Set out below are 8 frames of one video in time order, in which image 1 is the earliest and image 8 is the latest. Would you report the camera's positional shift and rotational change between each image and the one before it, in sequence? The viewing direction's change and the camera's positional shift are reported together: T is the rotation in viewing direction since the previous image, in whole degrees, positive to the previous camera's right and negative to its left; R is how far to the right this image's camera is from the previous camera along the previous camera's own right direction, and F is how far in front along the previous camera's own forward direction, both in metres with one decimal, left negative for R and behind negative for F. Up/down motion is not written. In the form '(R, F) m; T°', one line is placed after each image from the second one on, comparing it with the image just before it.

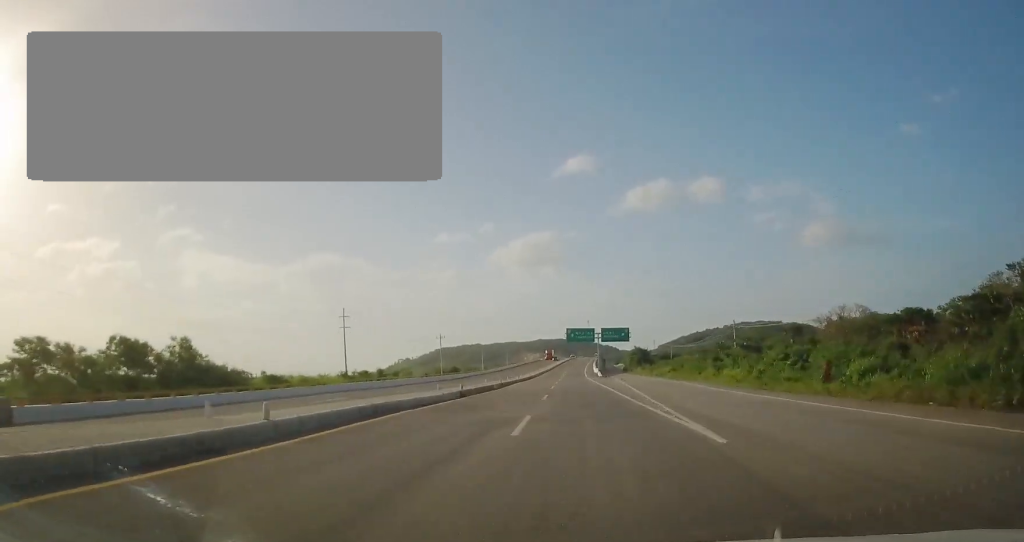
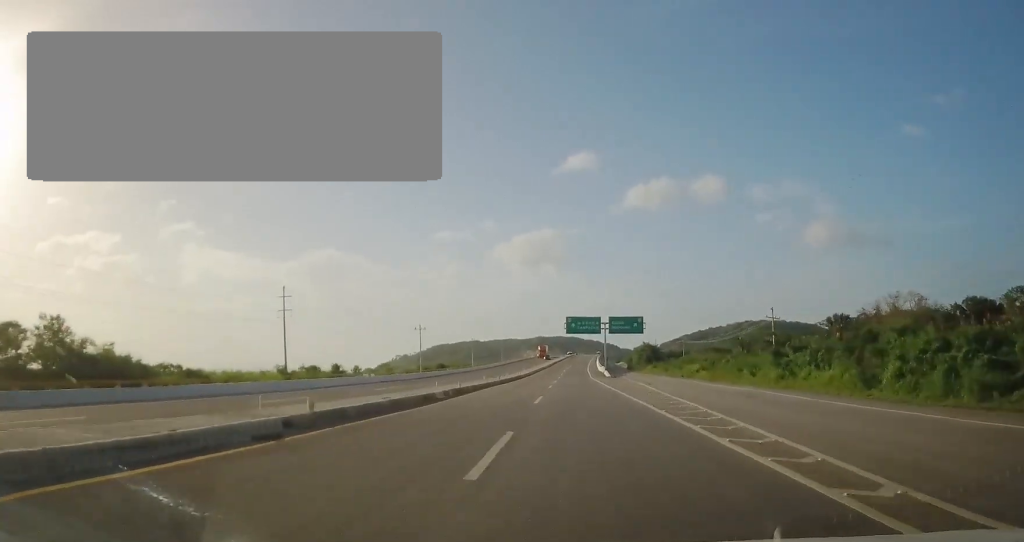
(-0.3, +20.0) m; 0°
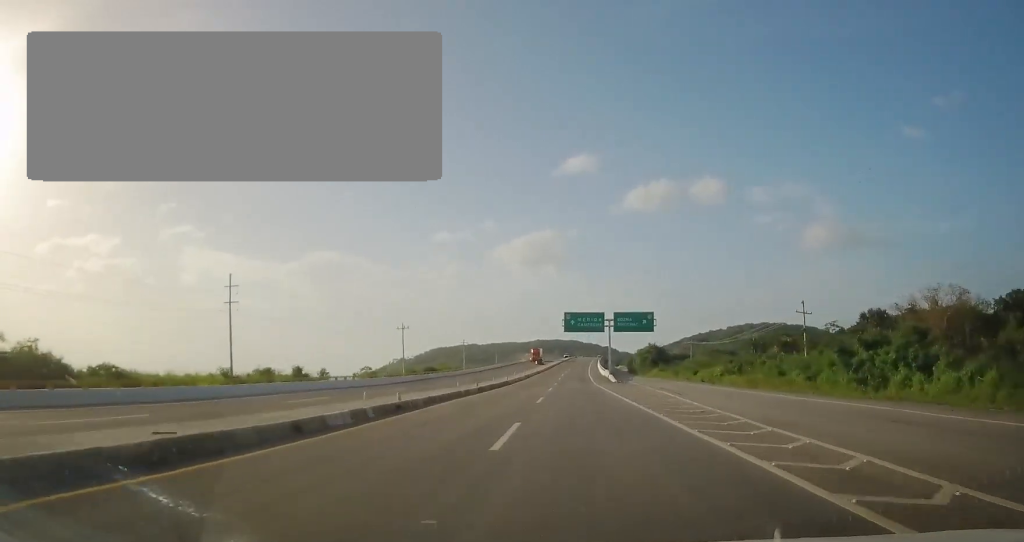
(+0.2, +12.0) m; +1°
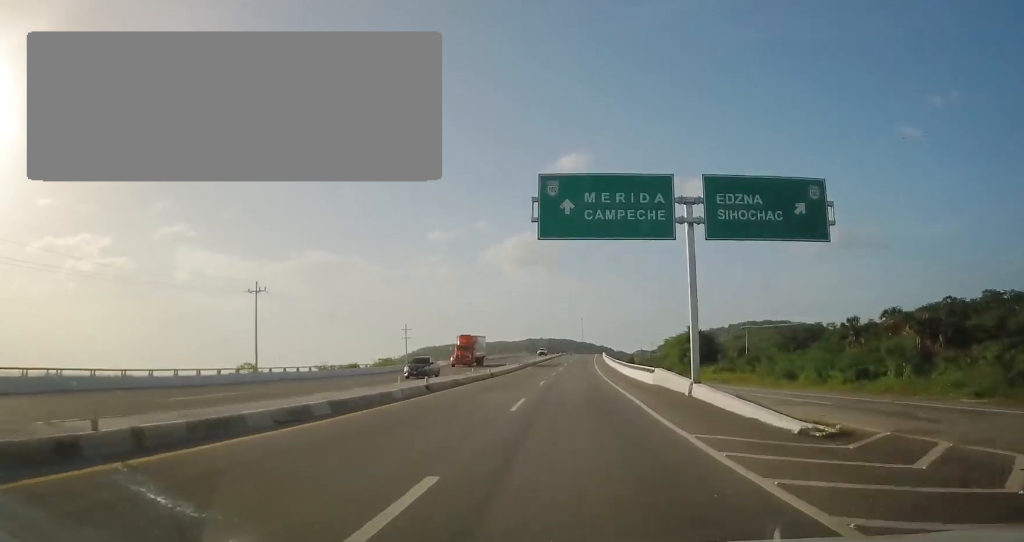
(+0.6, +52.8) m; 0°
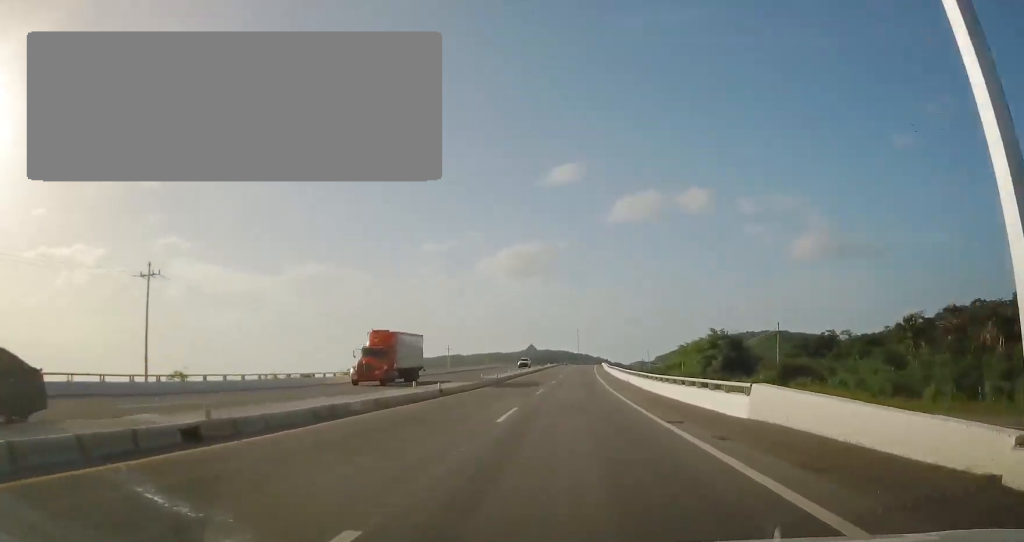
(0.0, +17.1) m; 0°
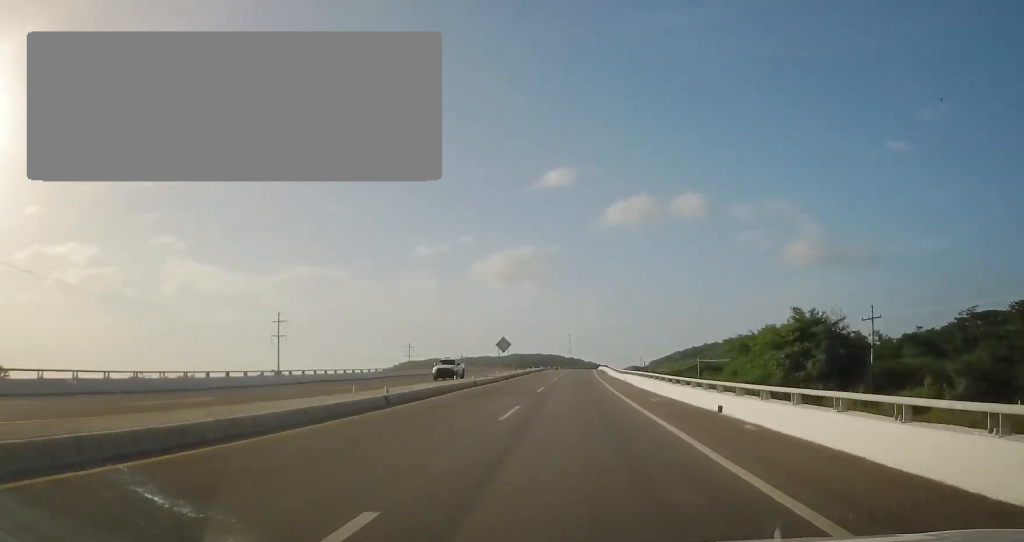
(-0.2, +29.6) m; +1°
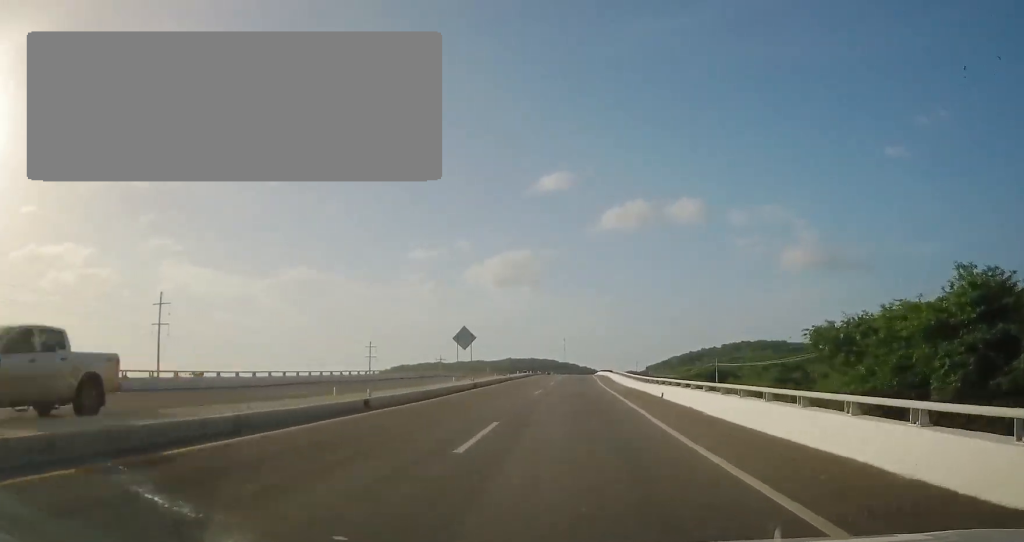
(+0.2, +20.9) m; +2°
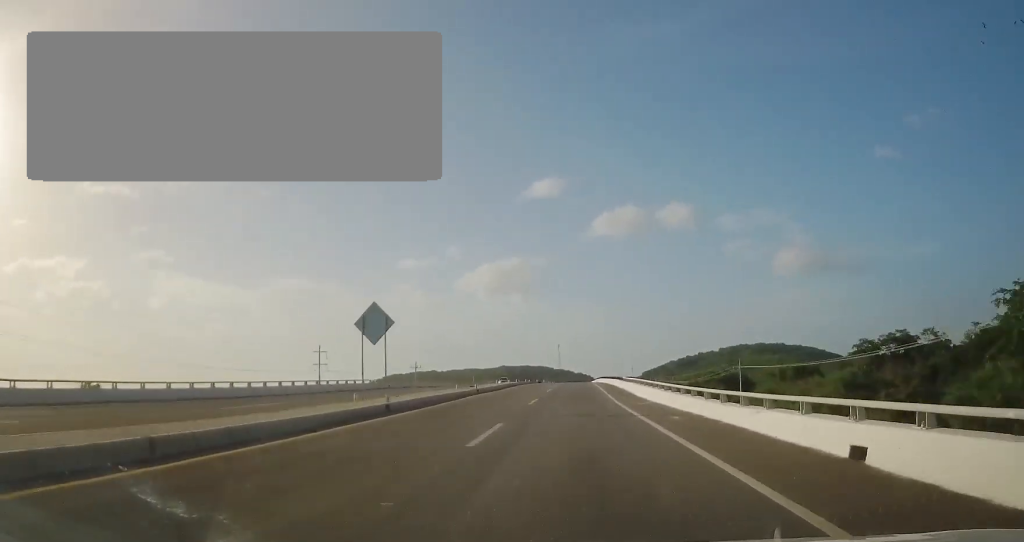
(+0.4, +18.7) m; +1°
